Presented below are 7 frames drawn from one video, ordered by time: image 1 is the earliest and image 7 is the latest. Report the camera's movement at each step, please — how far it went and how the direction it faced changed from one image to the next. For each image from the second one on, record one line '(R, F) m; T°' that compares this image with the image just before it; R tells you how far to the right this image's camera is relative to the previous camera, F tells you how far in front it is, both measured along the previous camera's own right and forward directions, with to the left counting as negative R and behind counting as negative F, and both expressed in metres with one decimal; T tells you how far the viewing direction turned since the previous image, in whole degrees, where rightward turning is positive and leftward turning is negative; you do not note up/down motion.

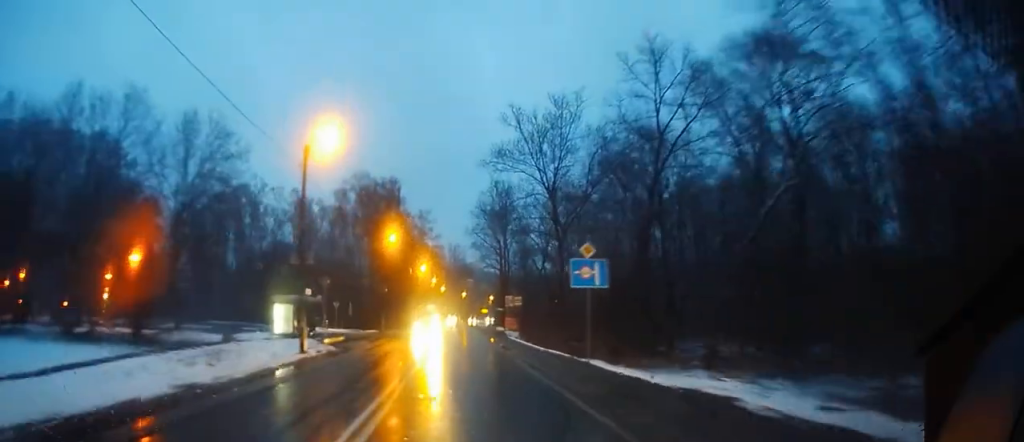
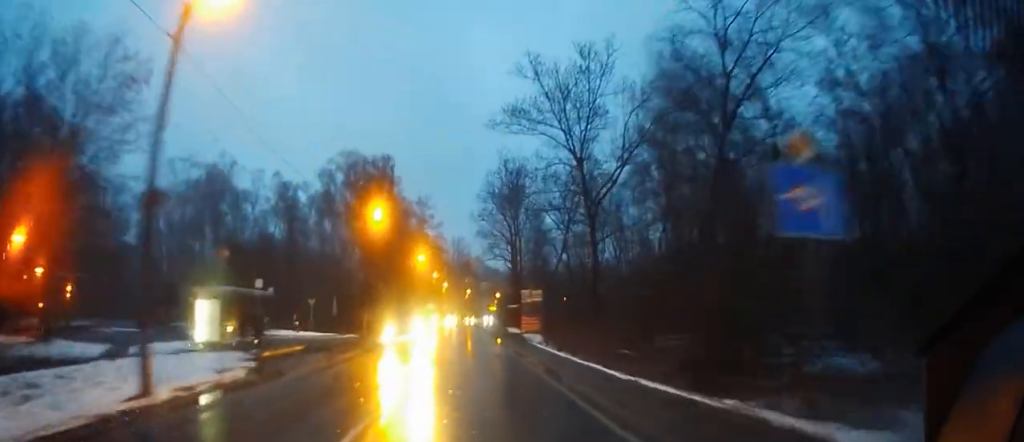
(0.0, +9.0) m; 0°
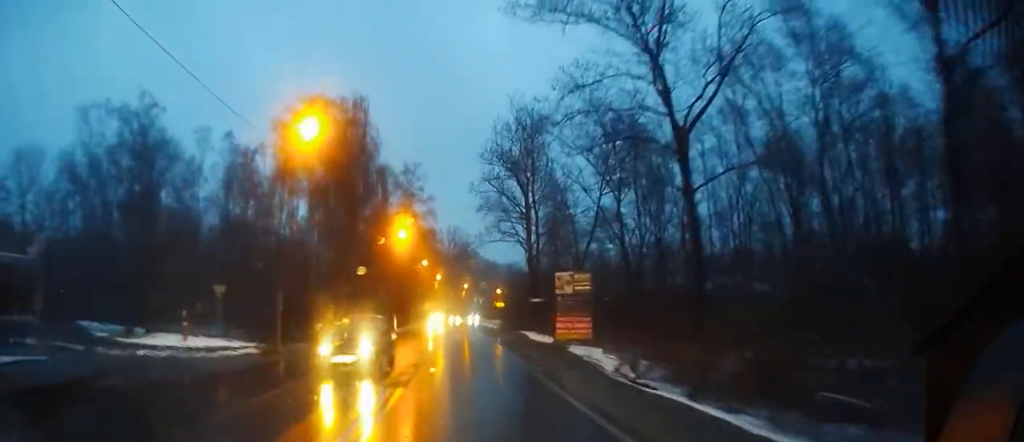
(0.0, +14.1) m; 0°
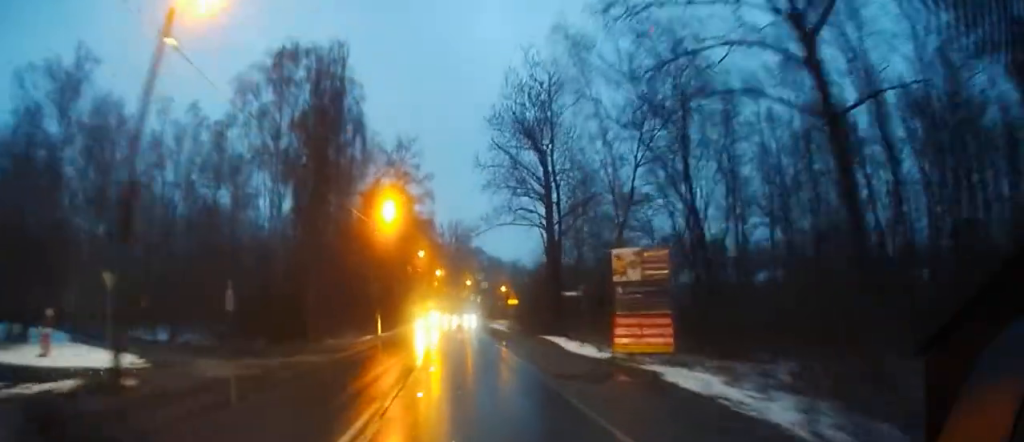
(0.0, +8.0) m; 0°
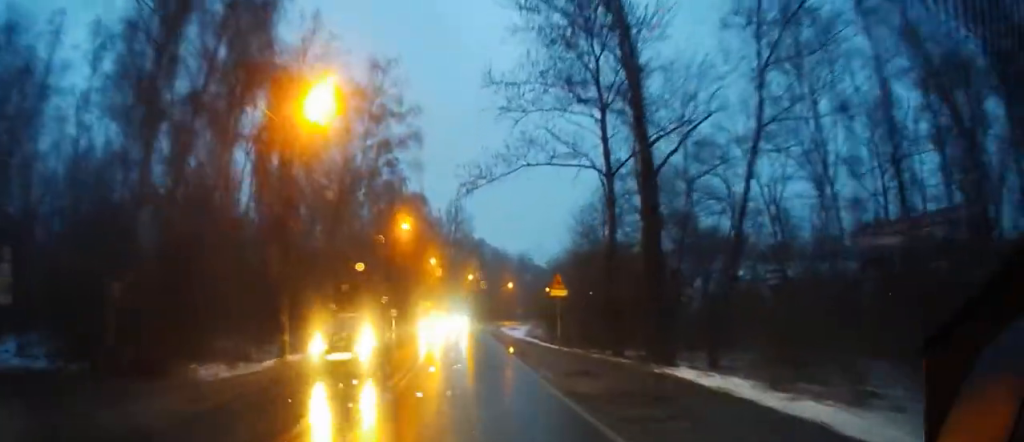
(+0.4, +15.5) m; +6°
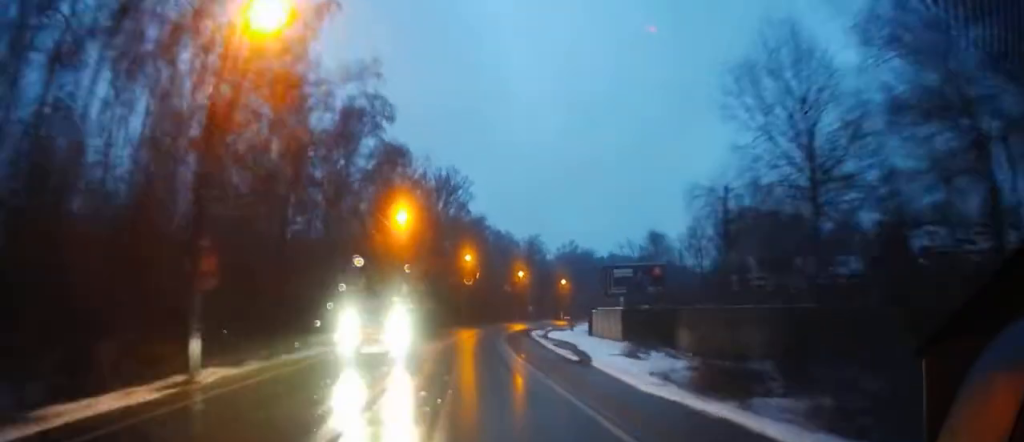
(+4.2, +26.6) m; +13°
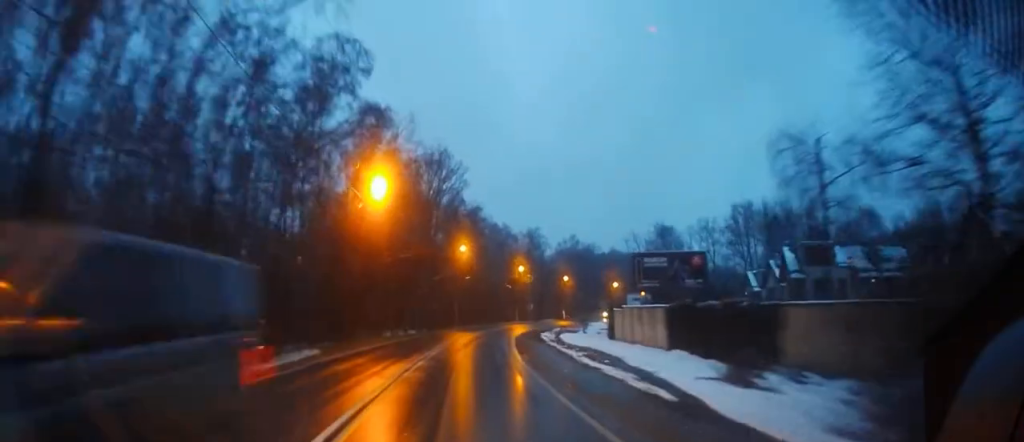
(0.0, +7.3) m; 0°
